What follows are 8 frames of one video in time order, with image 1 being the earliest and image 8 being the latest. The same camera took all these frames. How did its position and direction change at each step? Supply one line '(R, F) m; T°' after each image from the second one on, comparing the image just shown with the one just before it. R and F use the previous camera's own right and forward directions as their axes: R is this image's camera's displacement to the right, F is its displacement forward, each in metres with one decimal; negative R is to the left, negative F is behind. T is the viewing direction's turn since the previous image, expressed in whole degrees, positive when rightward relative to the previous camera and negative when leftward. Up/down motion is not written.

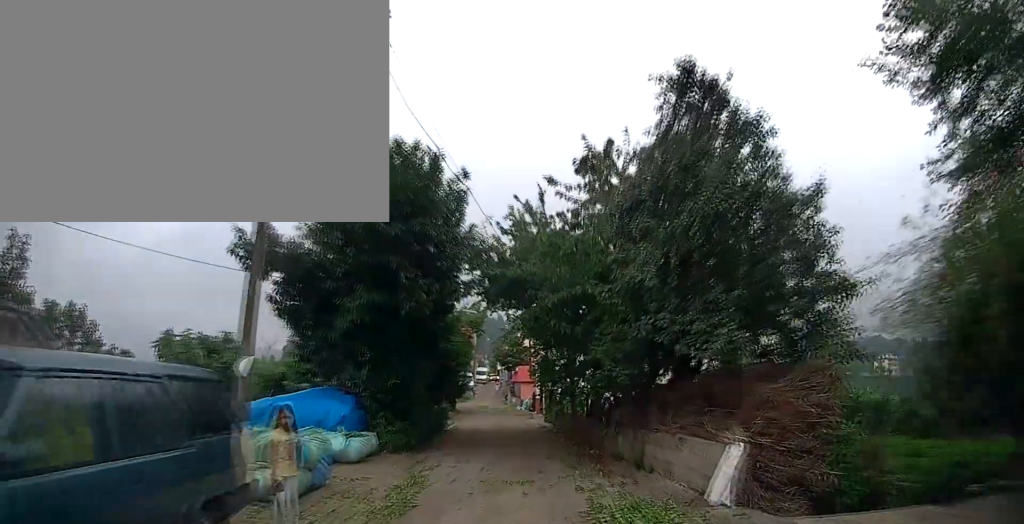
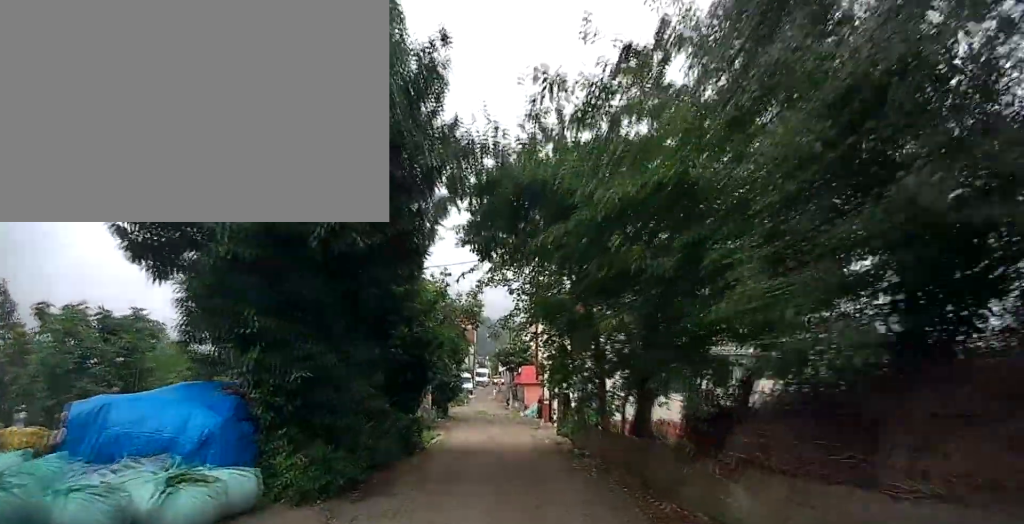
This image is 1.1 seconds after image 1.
(+0.1, +6.0) m; -1°
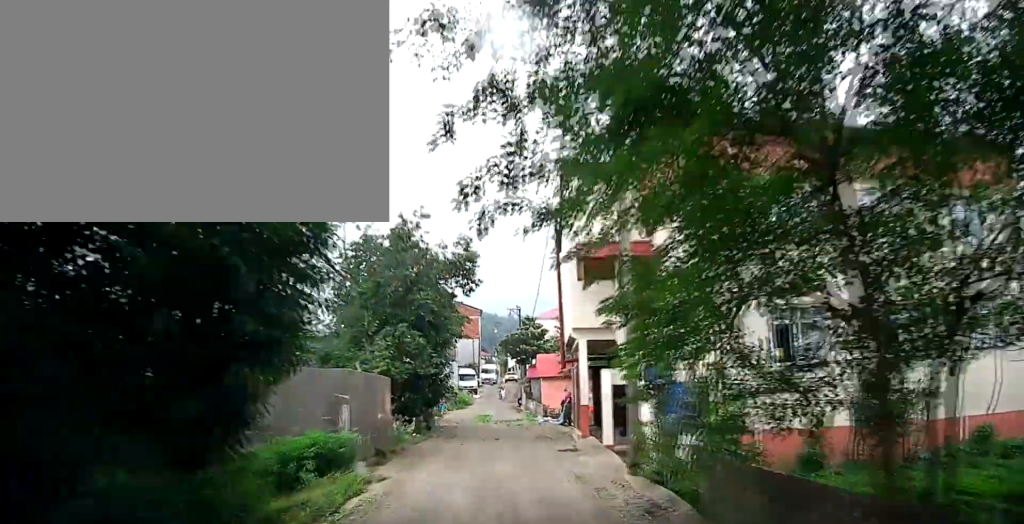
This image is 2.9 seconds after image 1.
(-0.1, +10.0) m; +1°
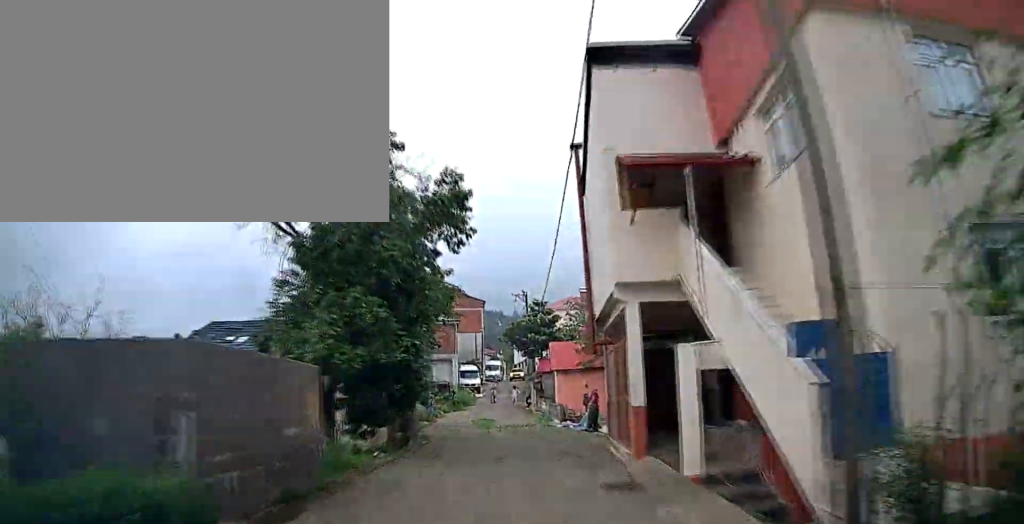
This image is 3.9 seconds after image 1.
(+0.1, +5.6) m; +1°
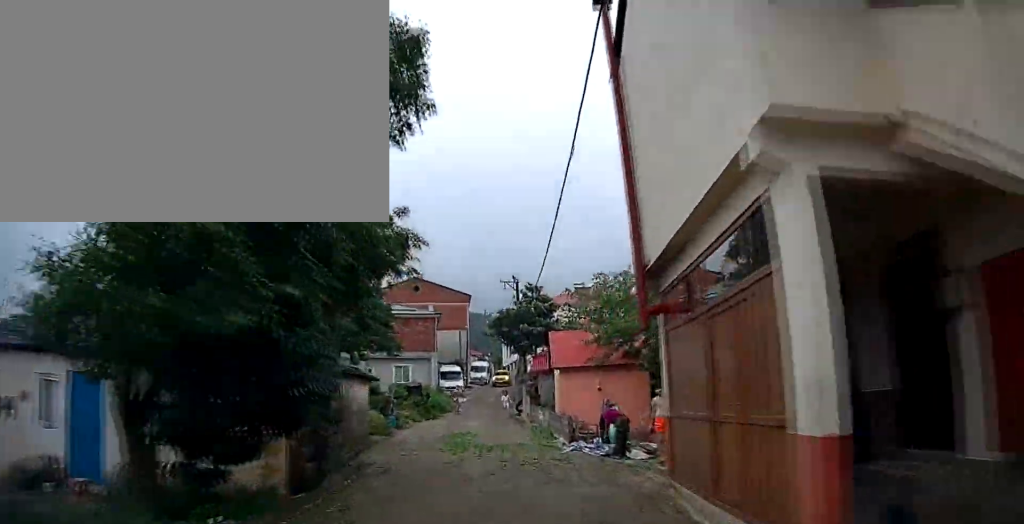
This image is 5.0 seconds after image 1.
(-0.1, +6.1) m; -2°
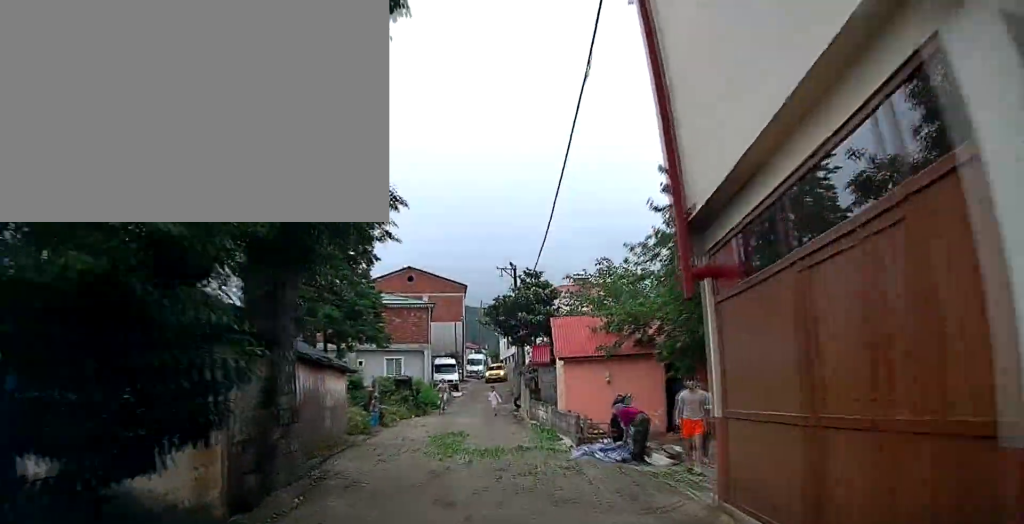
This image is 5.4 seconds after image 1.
(0.0, +2.0) m; 0°
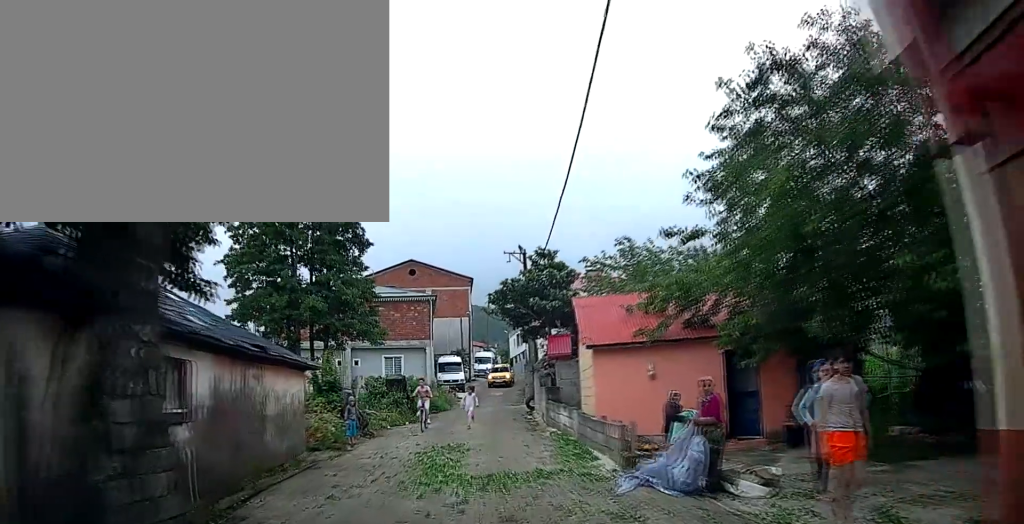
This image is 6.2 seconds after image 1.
(0.0, +3.6) m; 0°
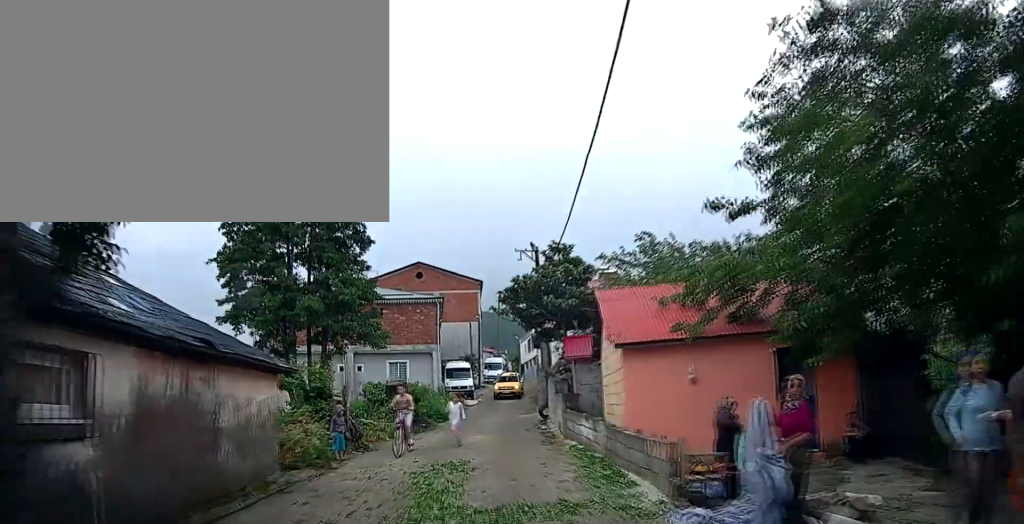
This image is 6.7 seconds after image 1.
(0.0, +1.9) m; 0°
